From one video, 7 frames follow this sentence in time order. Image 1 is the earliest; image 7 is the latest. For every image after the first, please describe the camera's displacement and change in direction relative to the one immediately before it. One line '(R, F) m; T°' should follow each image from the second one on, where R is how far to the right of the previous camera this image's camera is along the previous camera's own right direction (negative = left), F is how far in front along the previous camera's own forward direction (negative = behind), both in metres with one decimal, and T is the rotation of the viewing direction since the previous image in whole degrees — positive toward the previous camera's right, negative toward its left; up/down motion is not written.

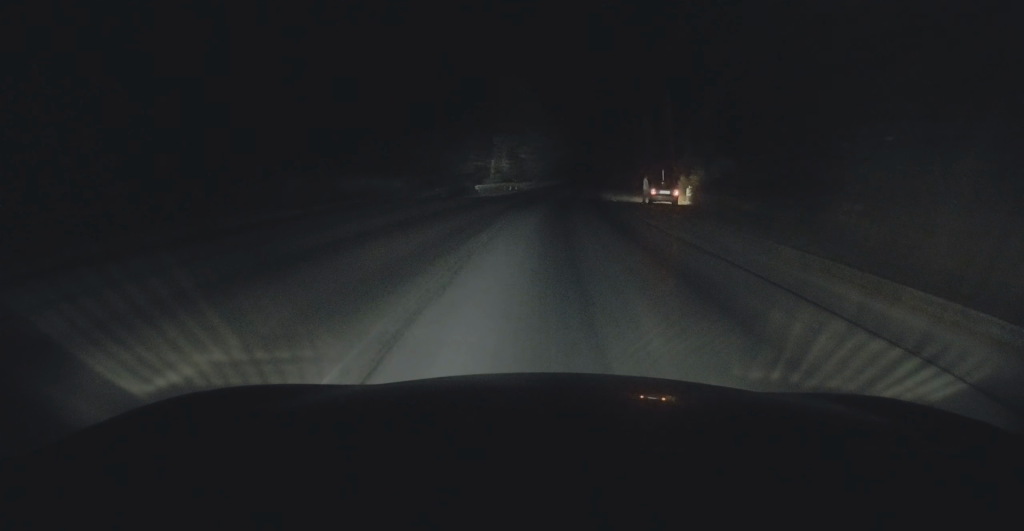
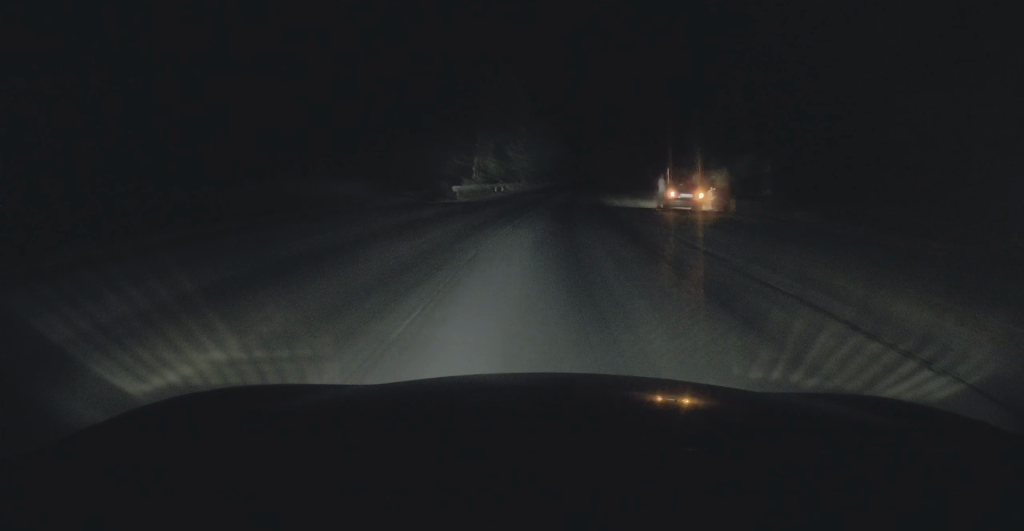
(+0.2, +11.5) m; 0°
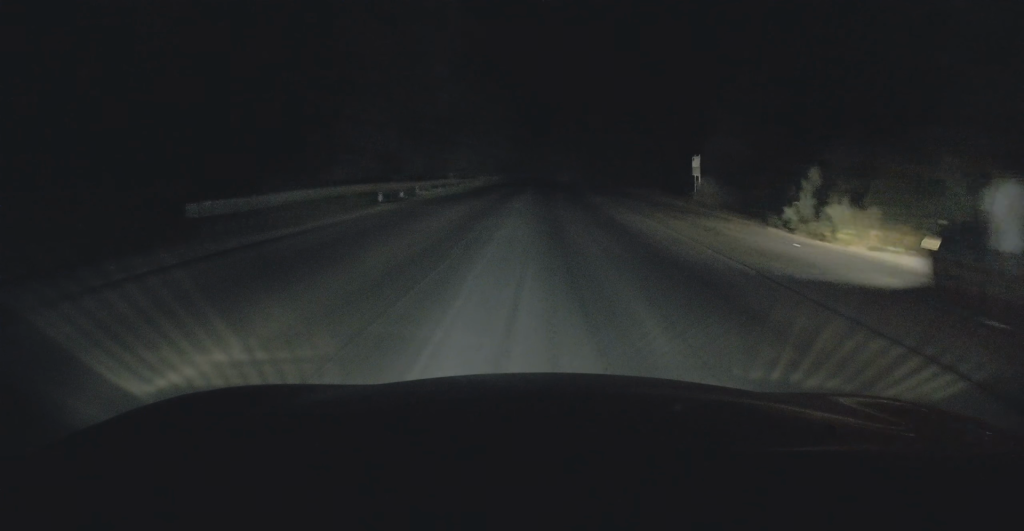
(-0.8, +39.6) m; -1°
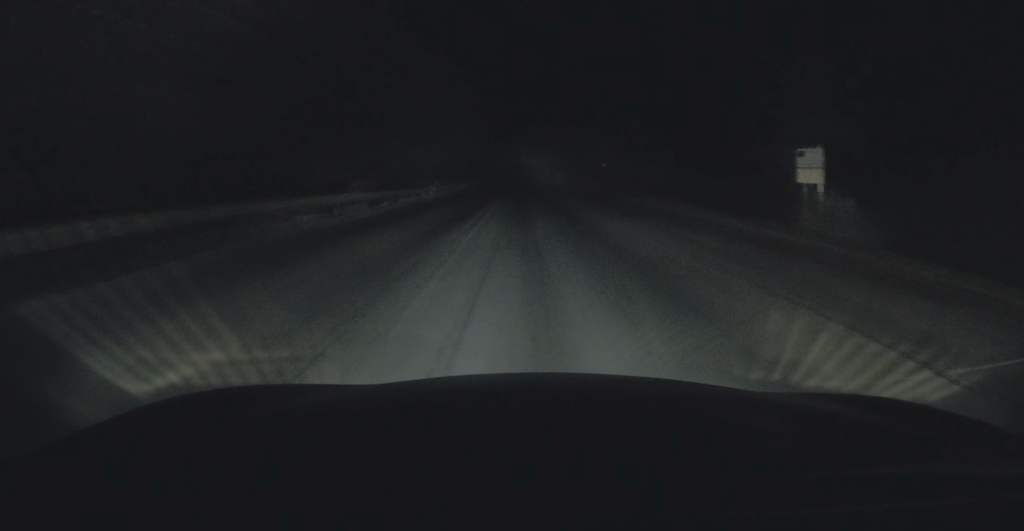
(+0.2, +25.4) m; +2°
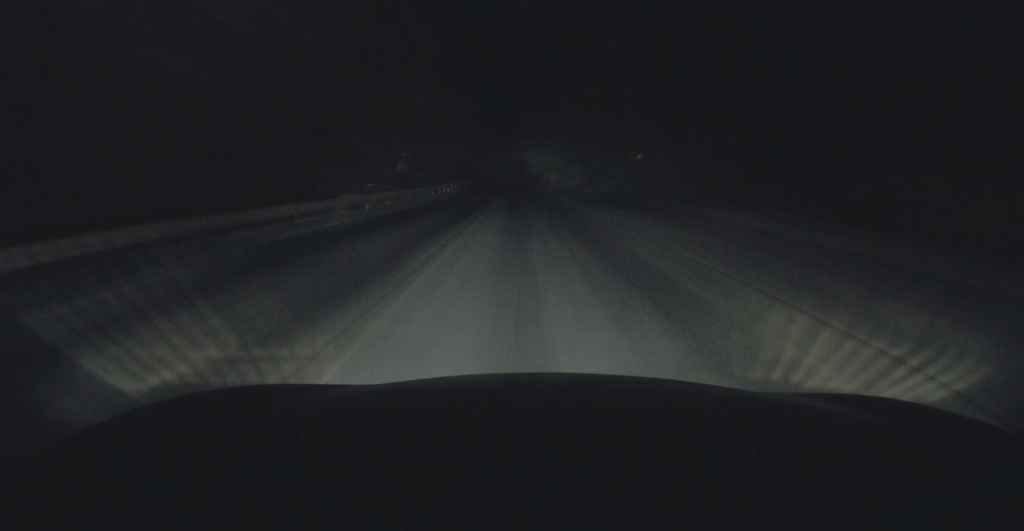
(+0.5, +26.1) m; +2°
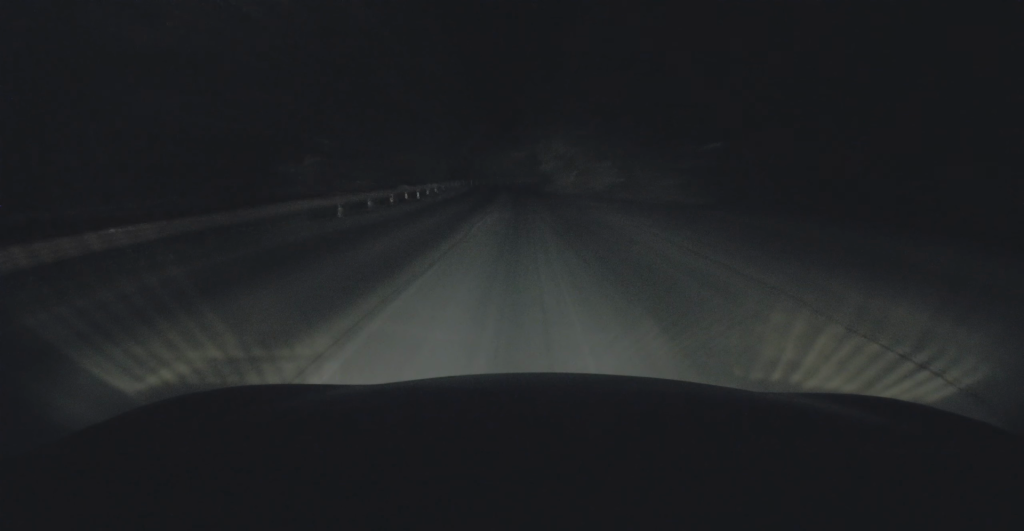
(+0.2, +24.3) m; +1°
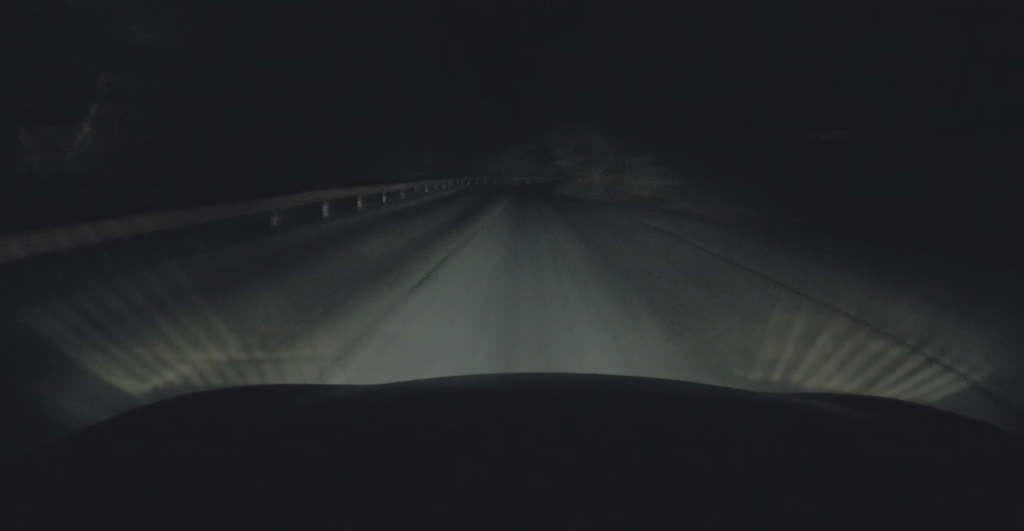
(0.0, +16.1) m; +1°
